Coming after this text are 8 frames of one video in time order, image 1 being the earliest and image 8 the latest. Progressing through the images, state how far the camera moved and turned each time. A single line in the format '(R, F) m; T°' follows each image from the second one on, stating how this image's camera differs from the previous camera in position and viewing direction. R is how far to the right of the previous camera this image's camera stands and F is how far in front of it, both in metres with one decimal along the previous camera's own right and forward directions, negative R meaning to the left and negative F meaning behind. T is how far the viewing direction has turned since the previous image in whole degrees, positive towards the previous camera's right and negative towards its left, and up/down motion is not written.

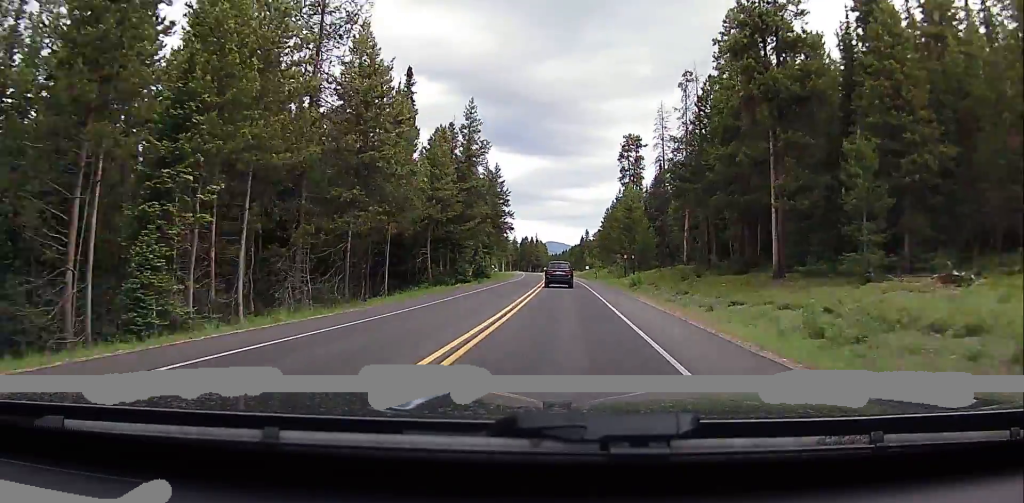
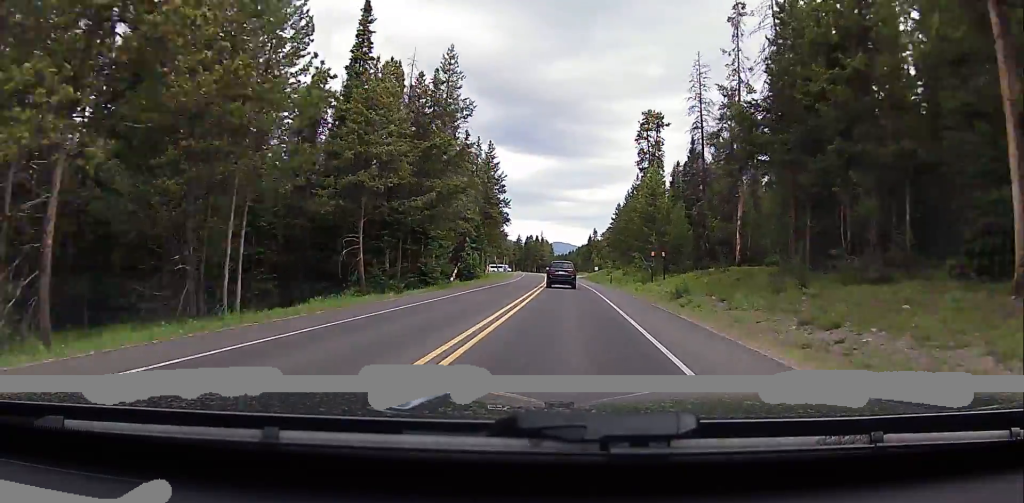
(-0.3, +18.9) m; 0°
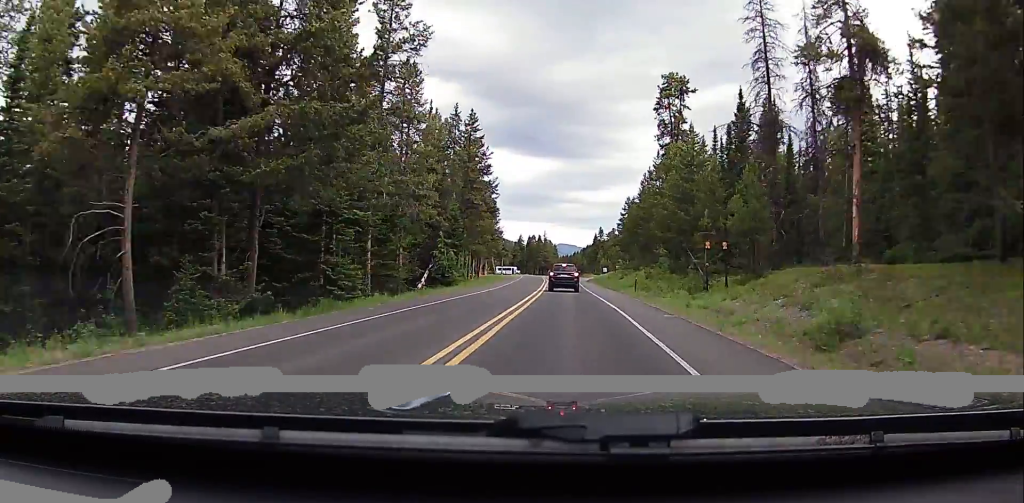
(+0.3, +19.9) m; +1°
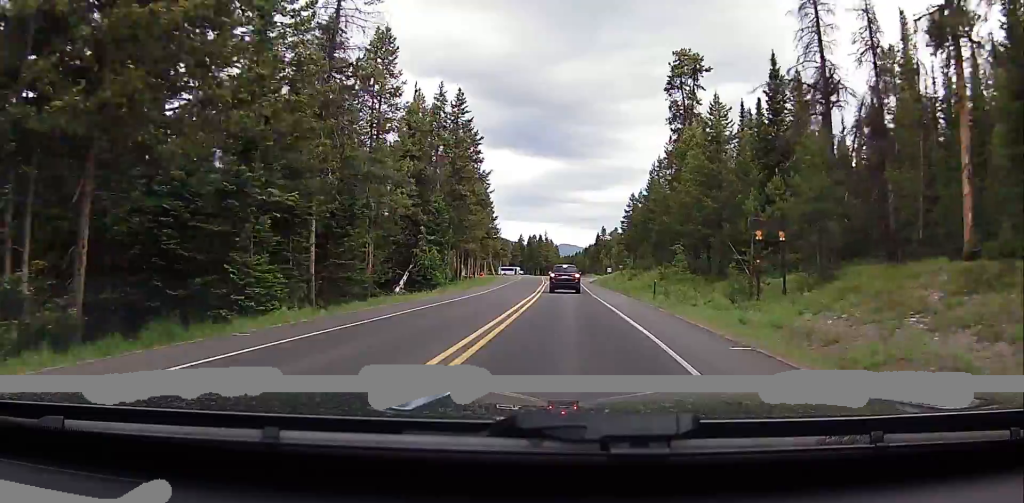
(+0.1, +8.9) m; 0°
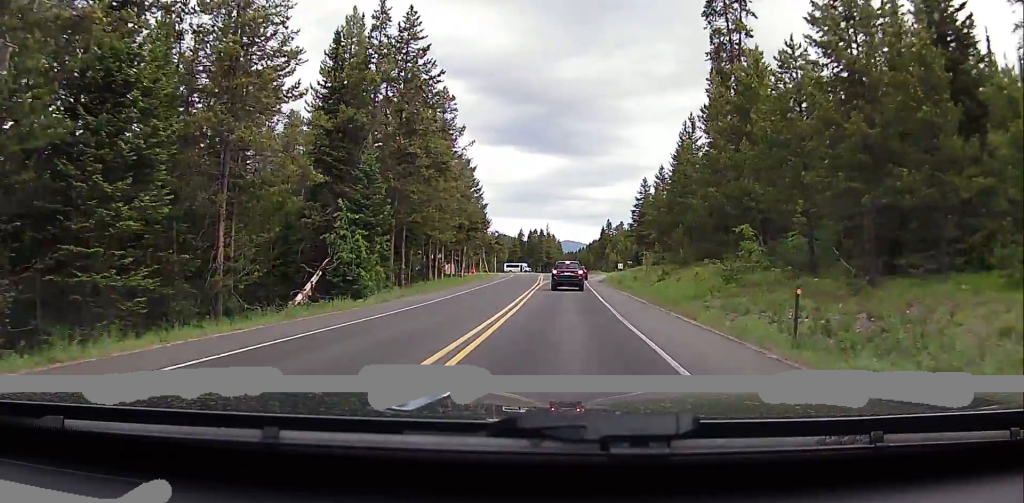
(-0.6, +21.1) m; -2°
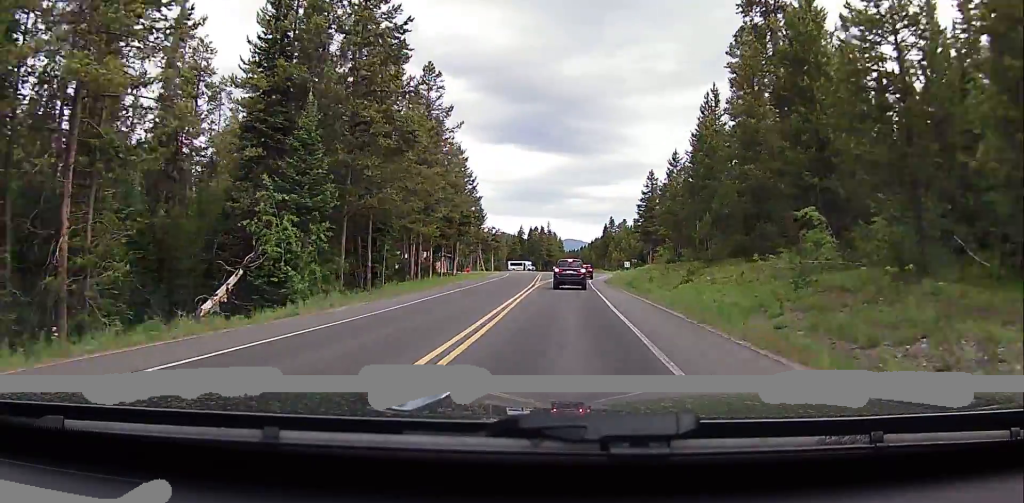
(-0.4, +9.5) m; 0°
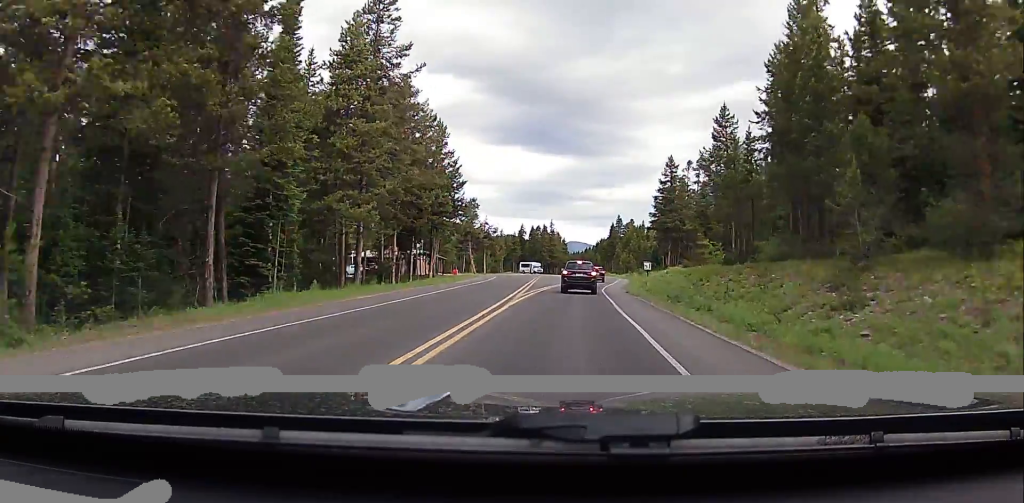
(+0.8, +21.0) m; +1°
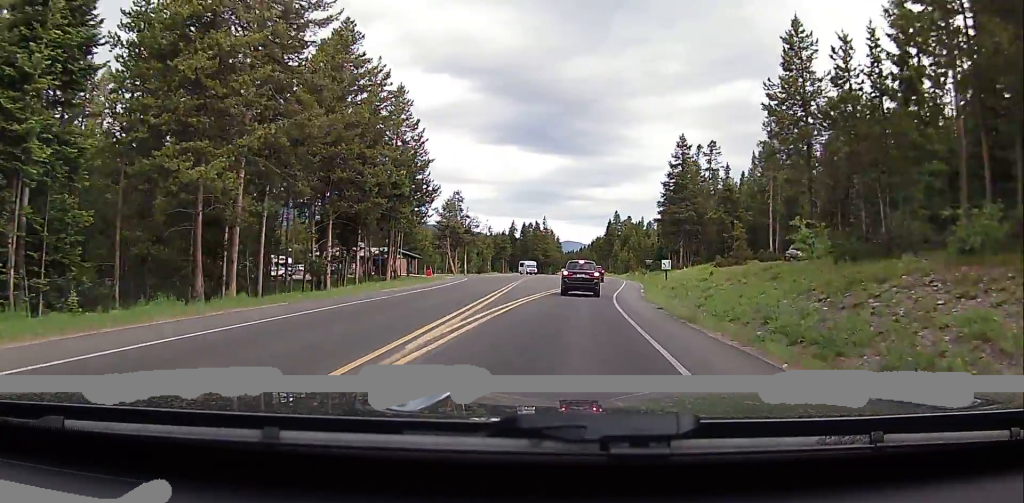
(-0.7, +18.0) m; -2°
